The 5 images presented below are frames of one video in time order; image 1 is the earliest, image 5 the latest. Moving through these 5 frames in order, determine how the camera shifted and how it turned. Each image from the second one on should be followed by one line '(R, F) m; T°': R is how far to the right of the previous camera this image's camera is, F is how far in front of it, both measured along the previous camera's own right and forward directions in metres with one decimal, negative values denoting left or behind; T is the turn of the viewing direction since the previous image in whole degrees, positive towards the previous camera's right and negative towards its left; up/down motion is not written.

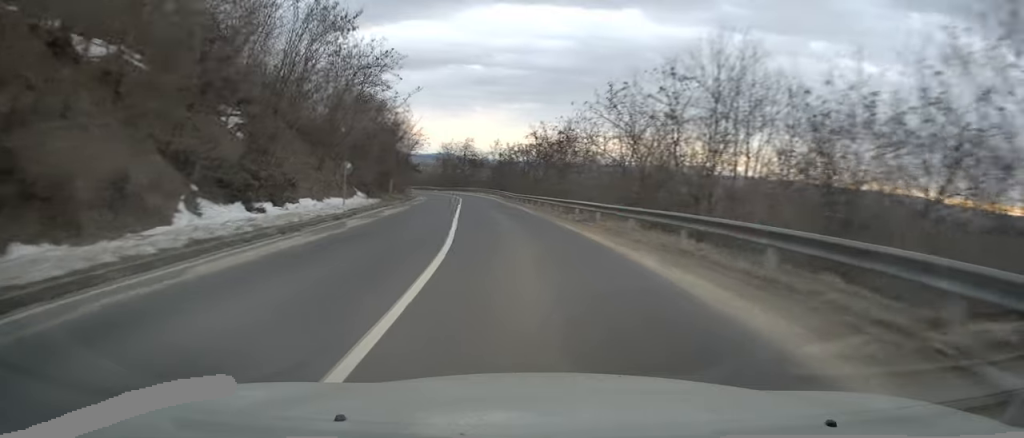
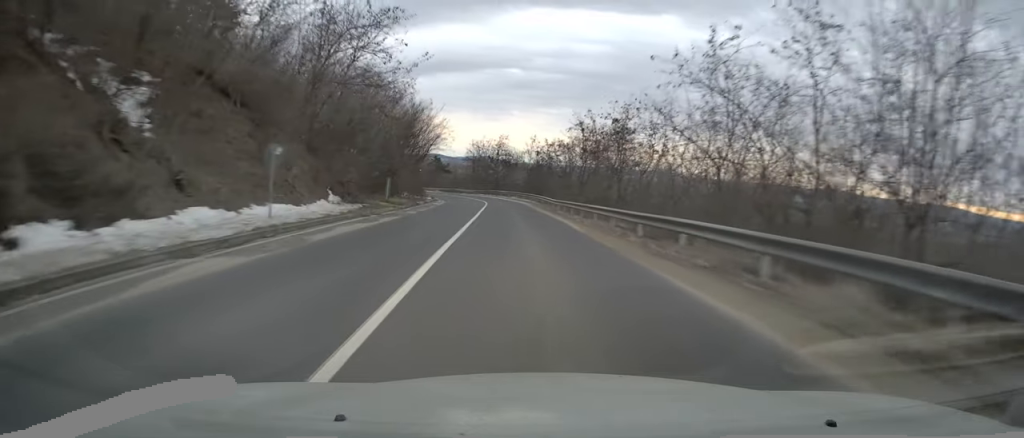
(-0.9, +12.2) m; -5°
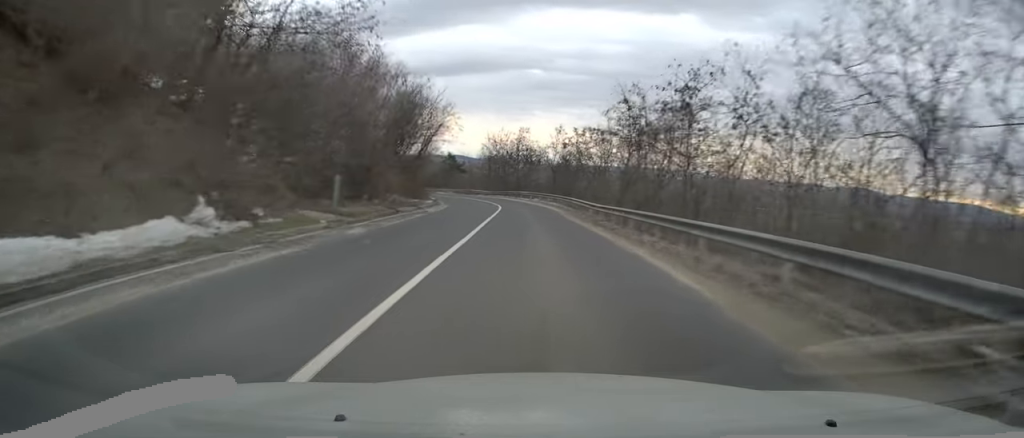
(-0.3, +12.8) m; 0°
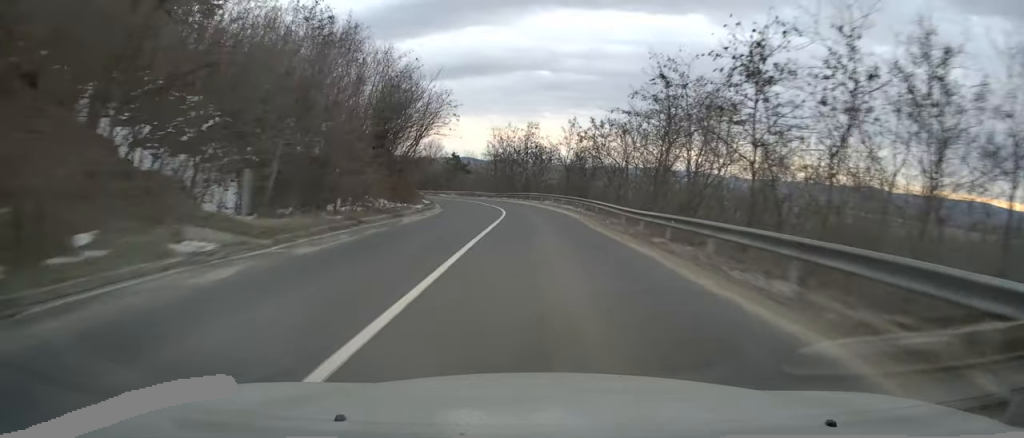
(+0.1, +7.8) m; 0°
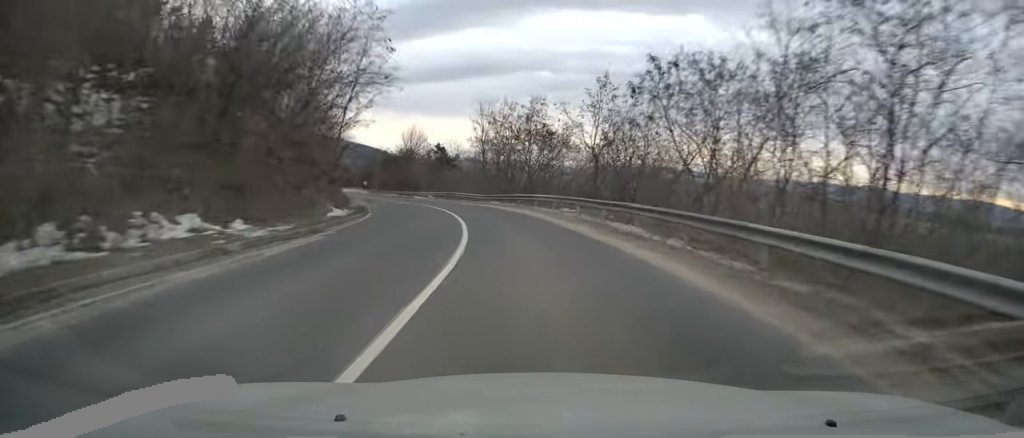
(-0.5, +22.5) m; -3°
